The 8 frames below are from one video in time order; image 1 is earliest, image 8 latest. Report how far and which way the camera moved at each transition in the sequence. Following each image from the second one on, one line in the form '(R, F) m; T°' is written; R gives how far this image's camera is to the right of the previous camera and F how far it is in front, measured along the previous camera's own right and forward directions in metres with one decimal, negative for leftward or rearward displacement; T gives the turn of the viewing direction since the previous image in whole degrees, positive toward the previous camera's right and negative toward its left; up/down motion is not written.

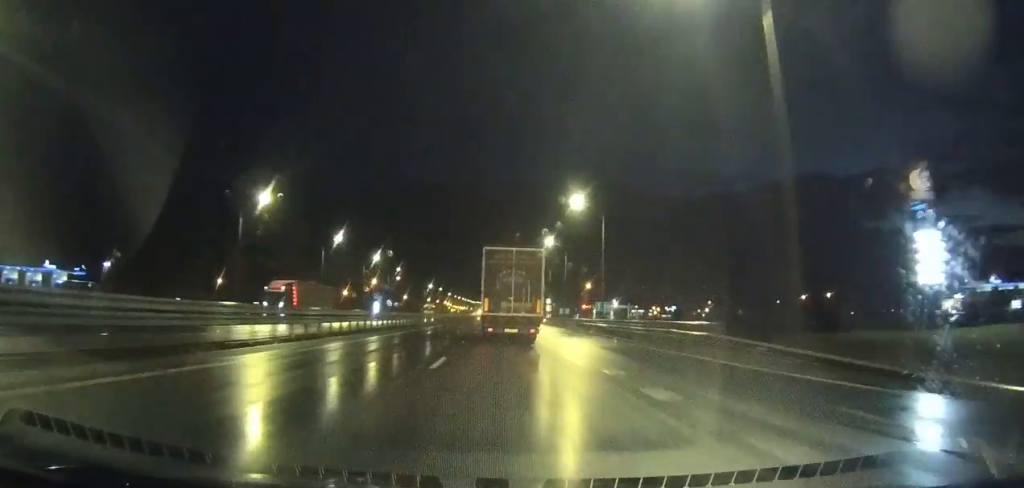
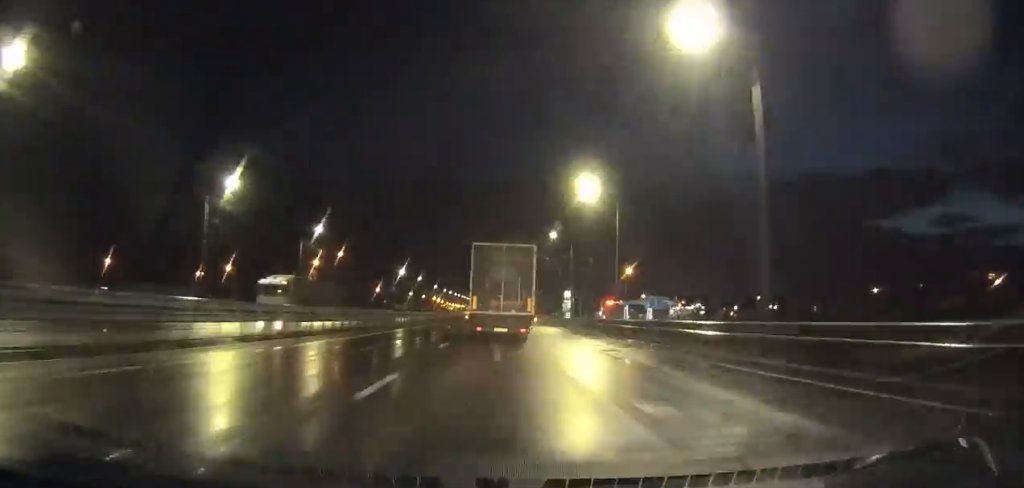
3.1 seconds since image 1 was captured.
(+0.4, +65.0) m; 0°
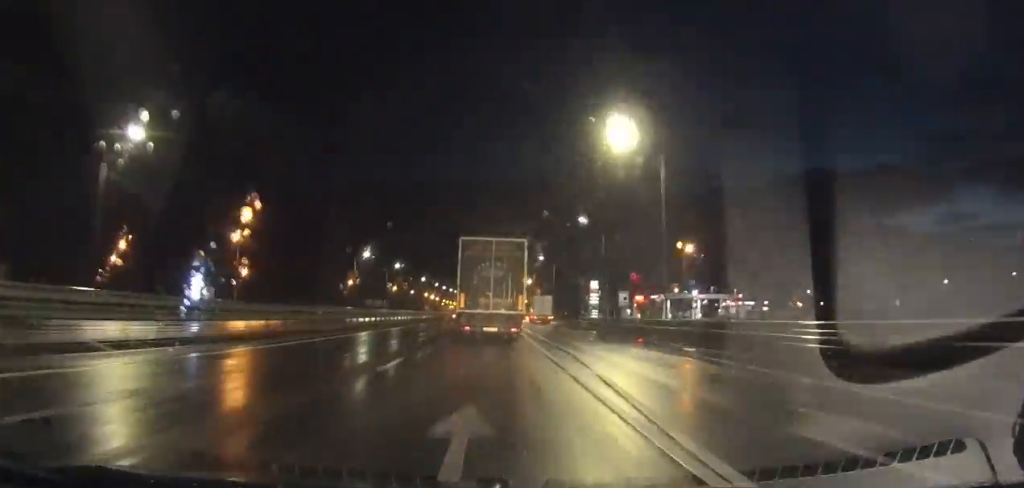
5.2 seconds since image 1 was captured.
(+0.2, +43.8) m; 0°
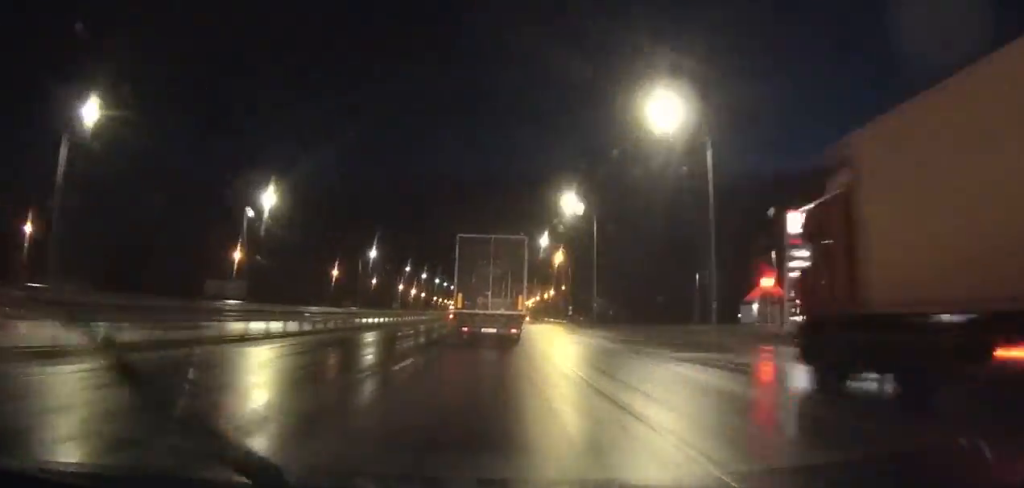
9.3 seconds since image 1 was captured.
(-1.0, +85.3) m; -1°
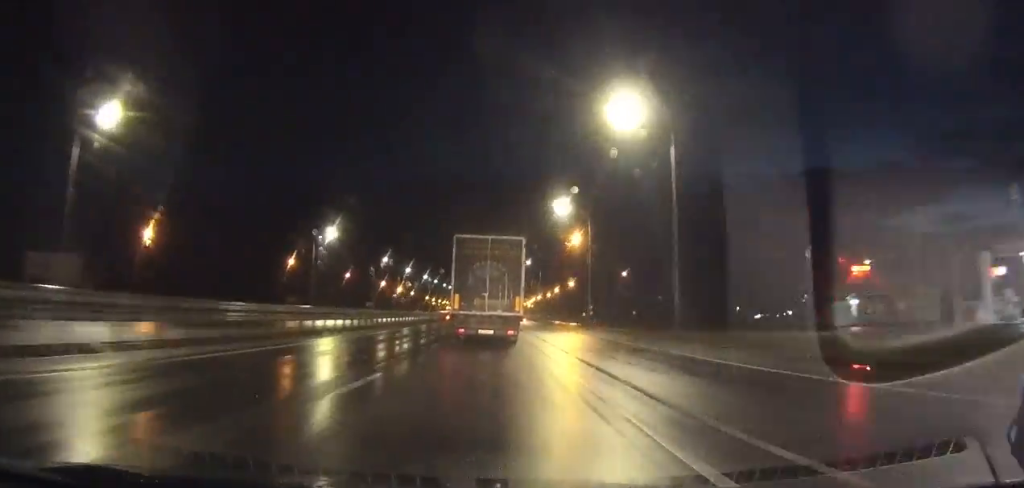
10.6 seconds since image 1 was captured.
(-0.2, +26.4) m; 0°
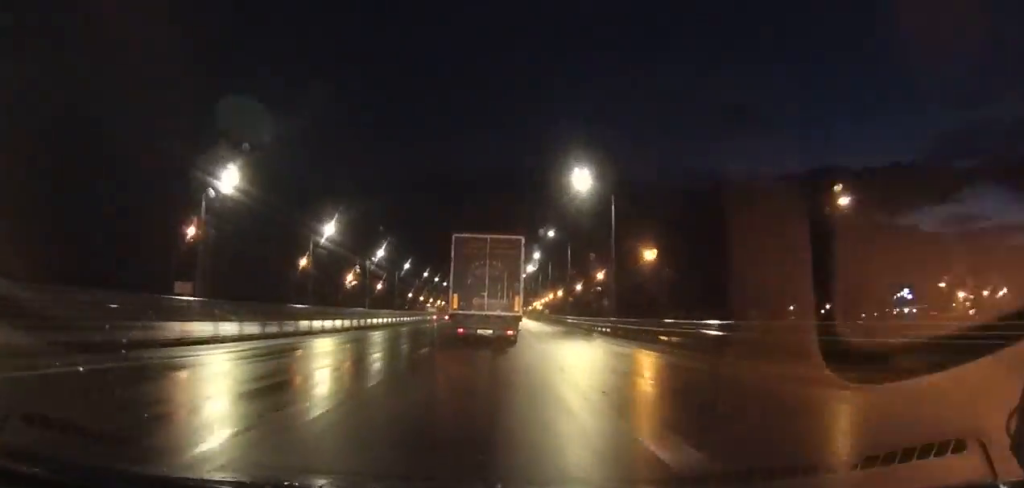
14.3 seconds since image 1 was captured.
(0.0, +77.7) m; 0°
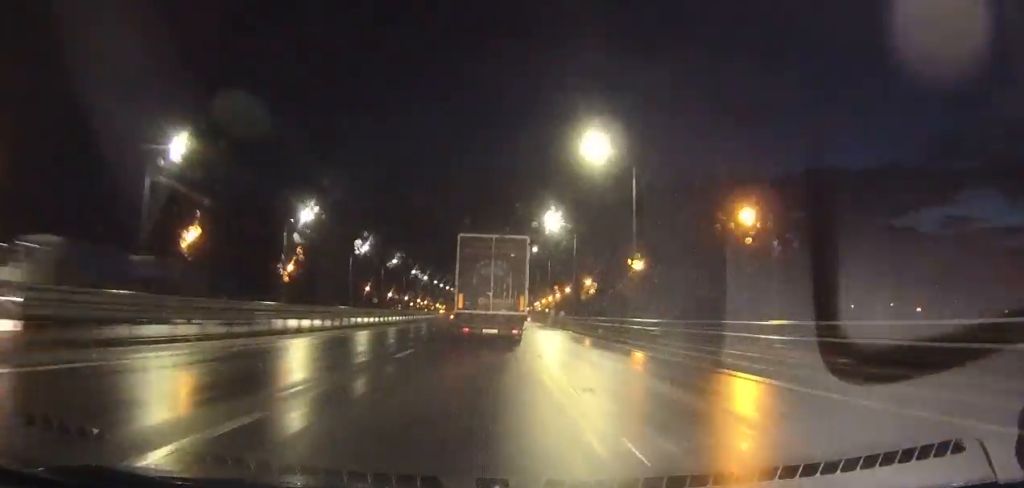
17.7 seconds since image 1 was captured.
(+0.2, +74.2) m; 0°
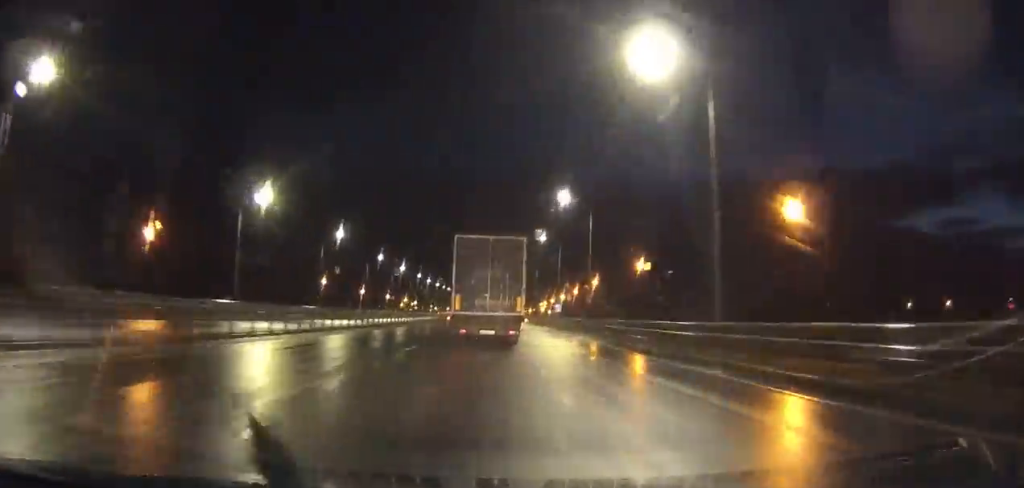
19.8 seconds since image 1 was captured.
(+0.2, +45.6) m; 0°
